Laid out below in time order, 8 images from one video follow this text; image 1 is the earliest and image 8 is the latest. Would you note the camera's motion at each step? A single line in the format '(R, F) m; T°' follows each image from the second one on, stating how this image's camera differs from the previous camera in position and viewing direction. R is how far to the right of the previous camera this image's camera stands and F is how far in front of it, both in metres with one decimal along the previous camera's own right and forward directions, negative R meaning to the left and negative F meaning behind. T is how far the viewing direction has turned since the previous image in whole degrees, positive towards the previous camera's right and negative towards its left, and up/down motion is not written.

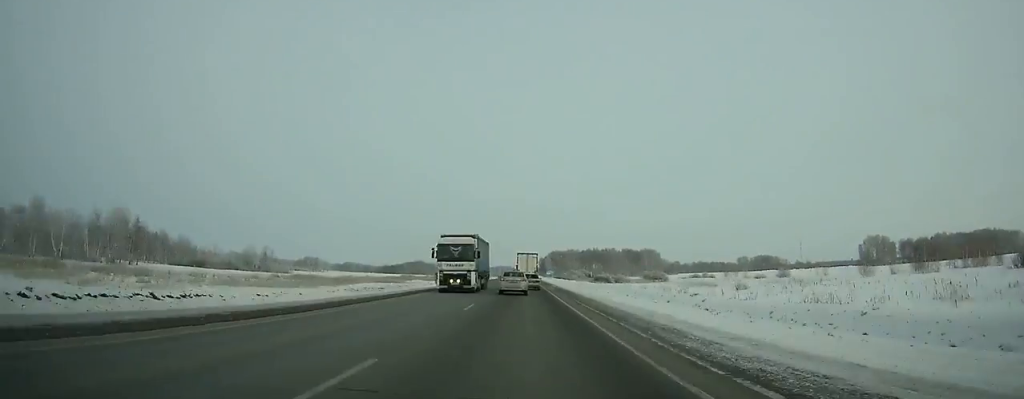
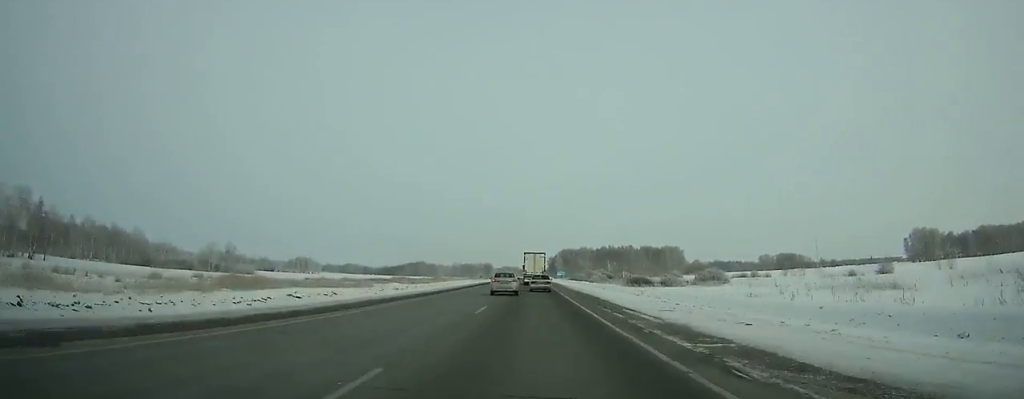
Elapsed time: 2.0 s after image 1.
(-0.4, +49.2) m; 0°
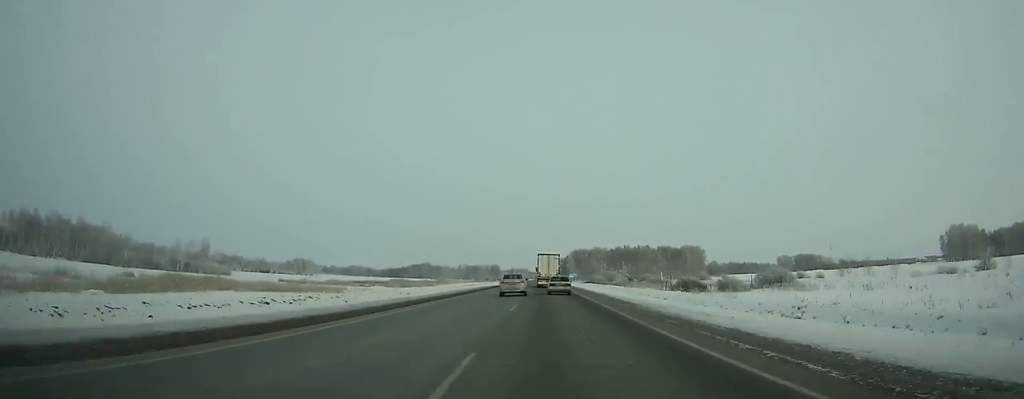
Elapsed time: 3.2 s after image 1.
(-0.2, +29.4) m; 0°
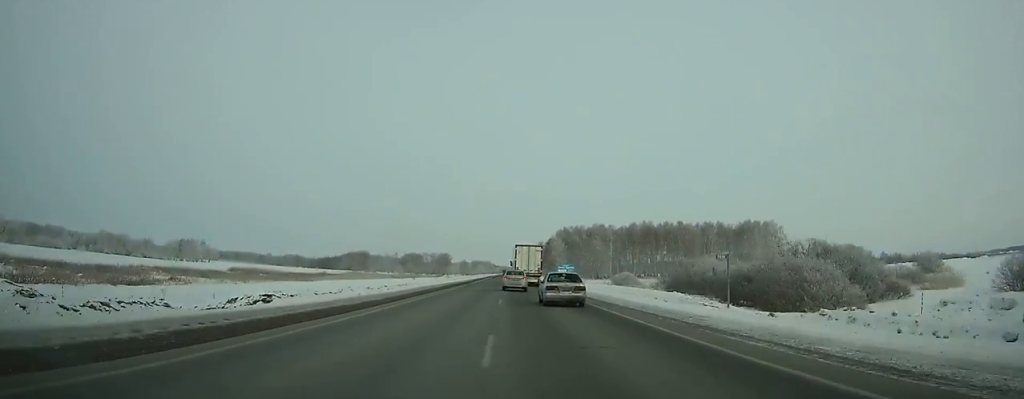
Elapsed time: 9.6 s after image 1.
(+3.9, +150.0) m; +3°
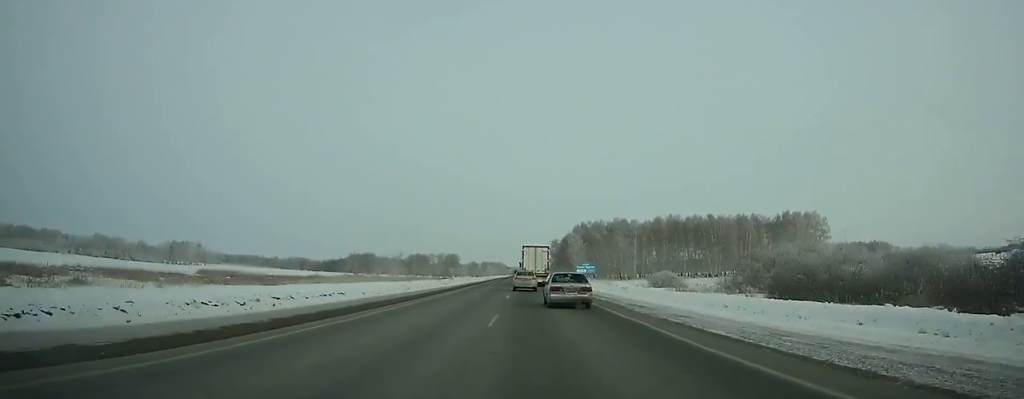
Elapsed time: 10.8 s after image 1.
(-0.2, +25.7) m; 0°
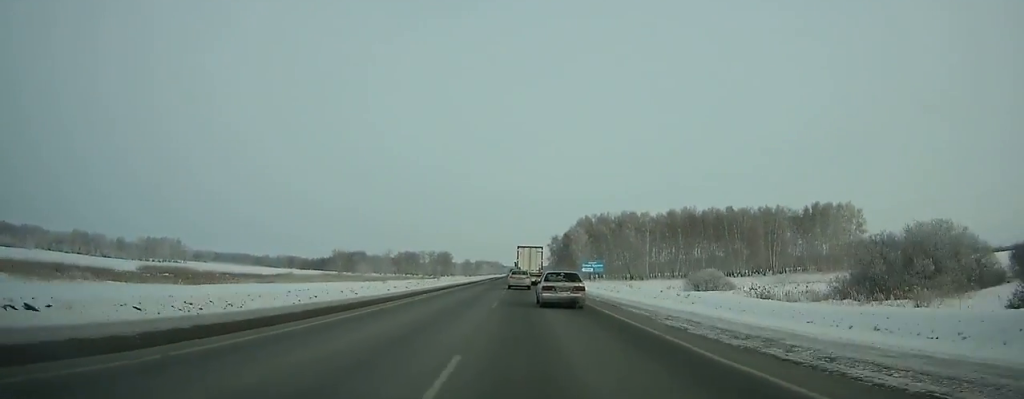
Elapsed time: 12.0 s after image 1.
(0.0, +25.7) m; 0°
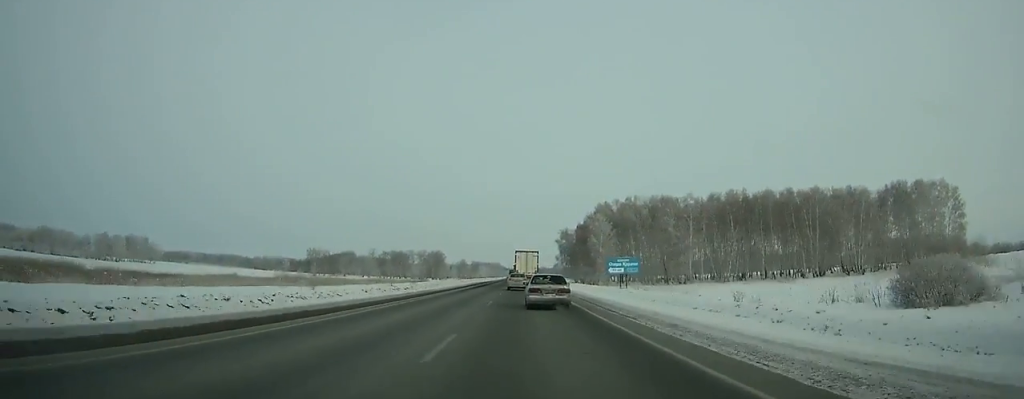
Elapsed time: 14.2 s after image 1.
(-0.2, +45.7) m; 0°
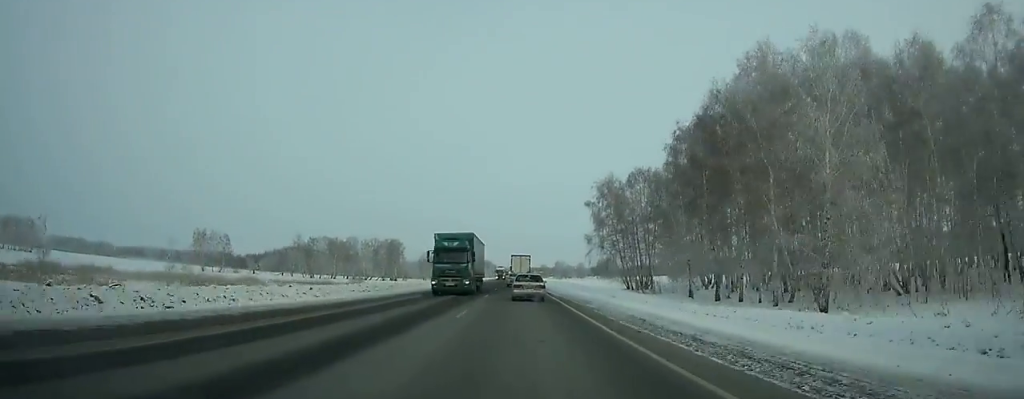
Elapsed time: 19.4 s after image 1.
(-0.3, +105.7) m; 0°
